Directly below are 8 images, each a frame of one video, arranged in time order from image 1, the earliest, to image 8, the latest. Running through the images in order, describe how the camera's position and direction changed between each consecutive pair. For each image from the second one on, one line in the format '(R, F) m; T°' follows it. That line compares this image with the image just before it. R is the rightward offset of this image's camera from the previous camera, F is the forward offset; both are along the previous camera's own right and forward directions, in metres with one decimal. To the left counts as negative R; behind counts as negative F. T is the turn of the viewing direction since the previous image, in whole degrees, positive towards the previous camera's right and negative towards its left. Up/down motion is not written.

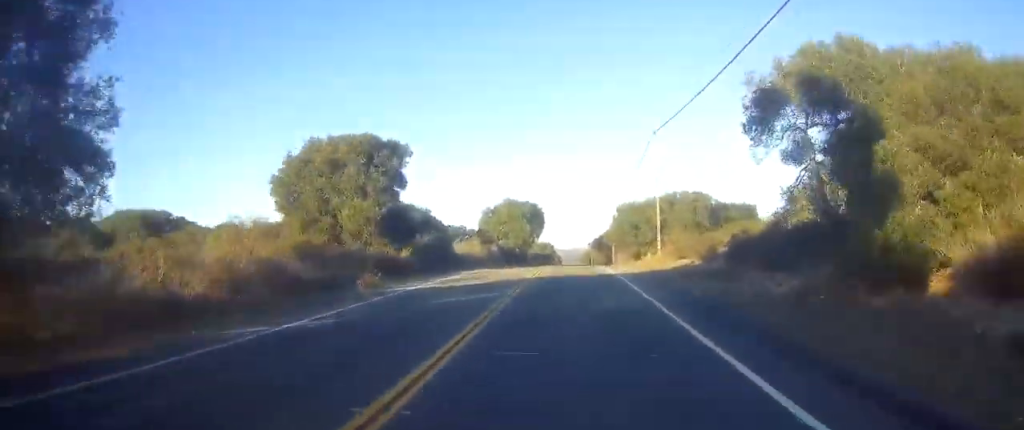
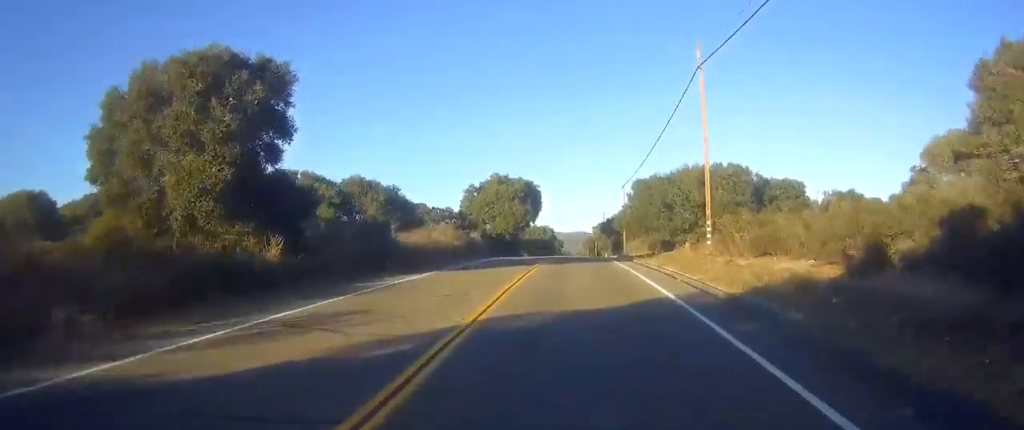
(+0.3, +17.4) m; +1°
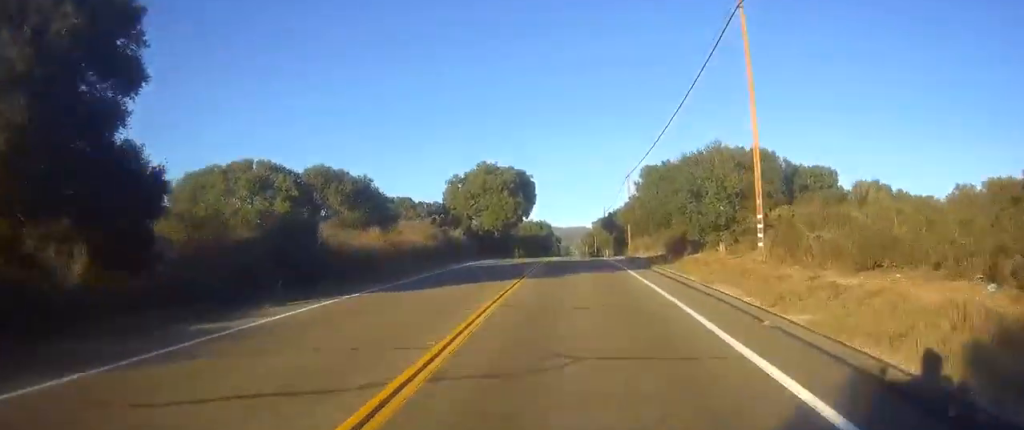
(+0.1, +9.3) m; 0°
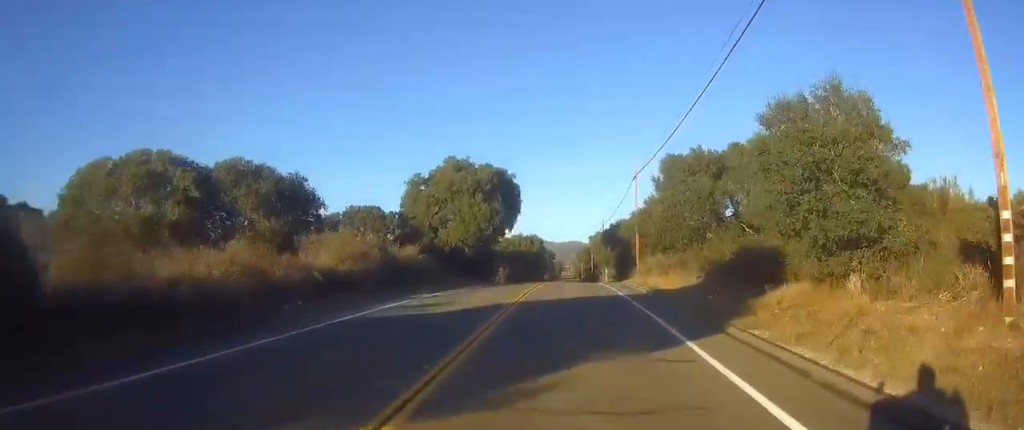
(0.0, +14.4) m; 0°
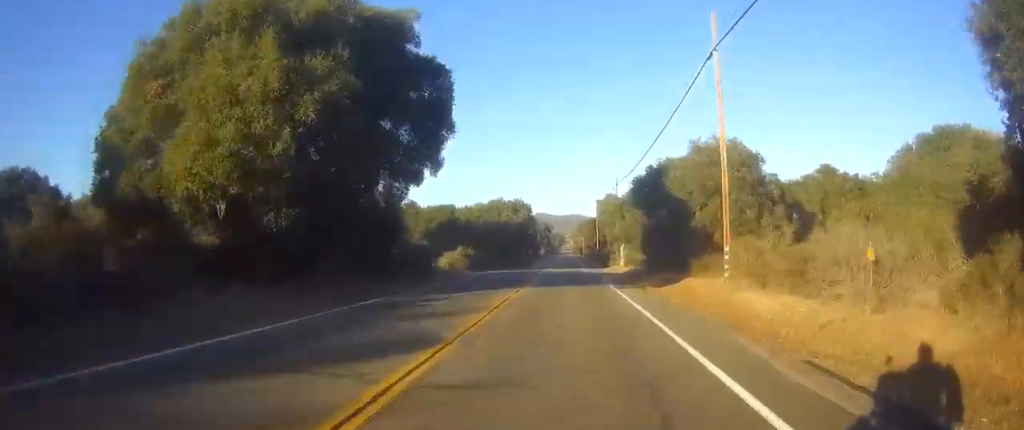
(+0.1, +34.5) m; +1°
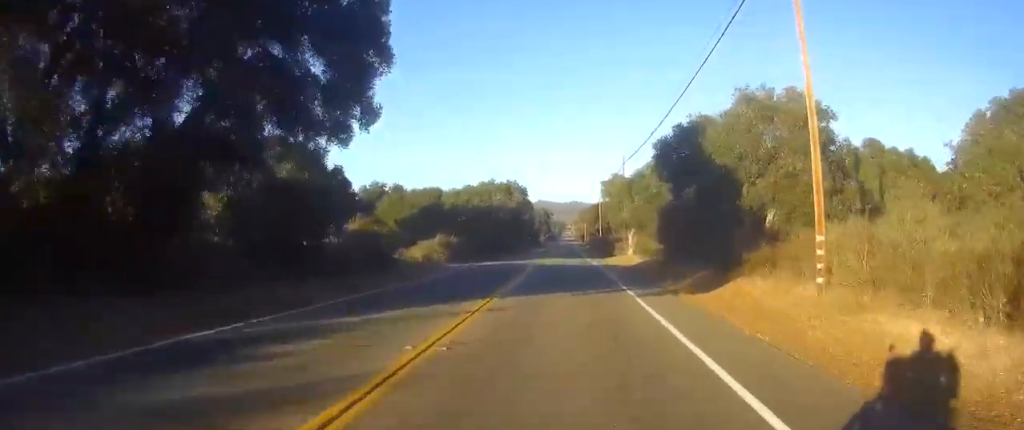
(-0.1, +9.8) m; 0°
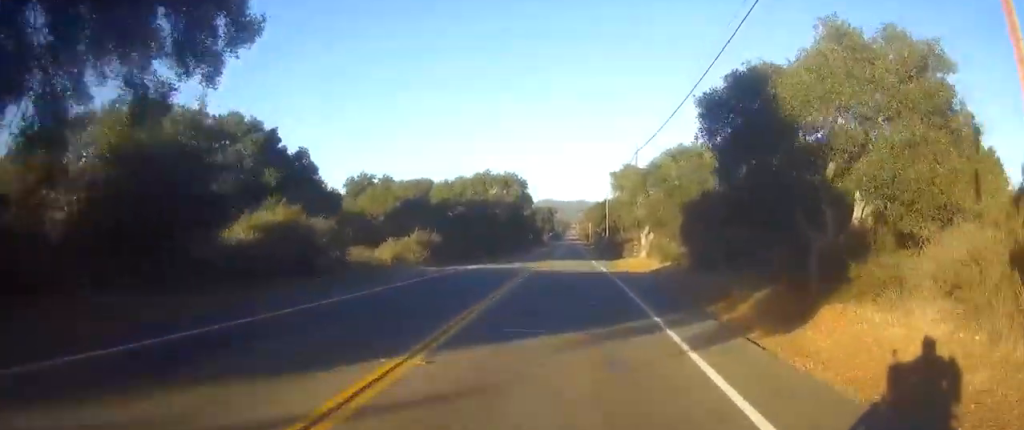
(+0.1, +8.6) m; 0°
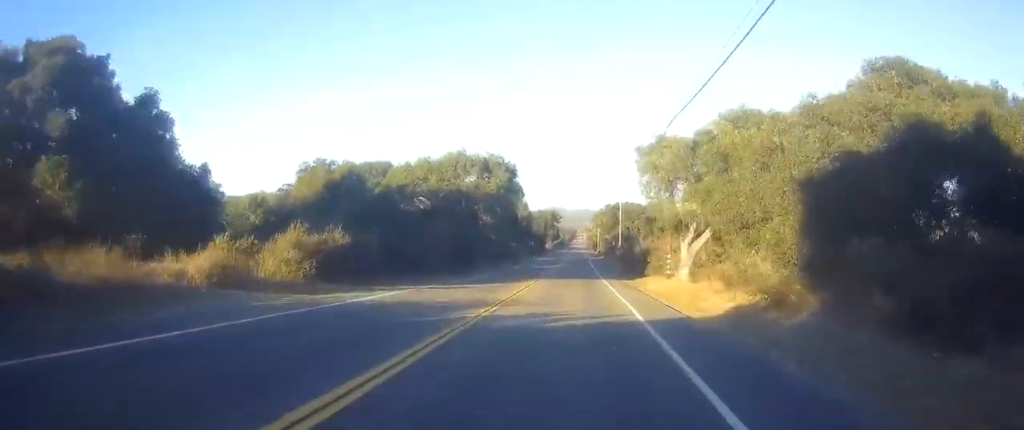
(+0.1, +19.6) m; 0°
